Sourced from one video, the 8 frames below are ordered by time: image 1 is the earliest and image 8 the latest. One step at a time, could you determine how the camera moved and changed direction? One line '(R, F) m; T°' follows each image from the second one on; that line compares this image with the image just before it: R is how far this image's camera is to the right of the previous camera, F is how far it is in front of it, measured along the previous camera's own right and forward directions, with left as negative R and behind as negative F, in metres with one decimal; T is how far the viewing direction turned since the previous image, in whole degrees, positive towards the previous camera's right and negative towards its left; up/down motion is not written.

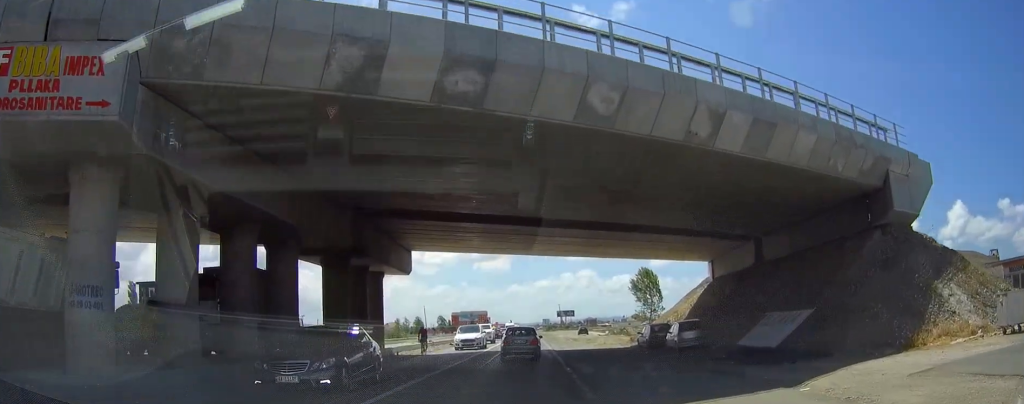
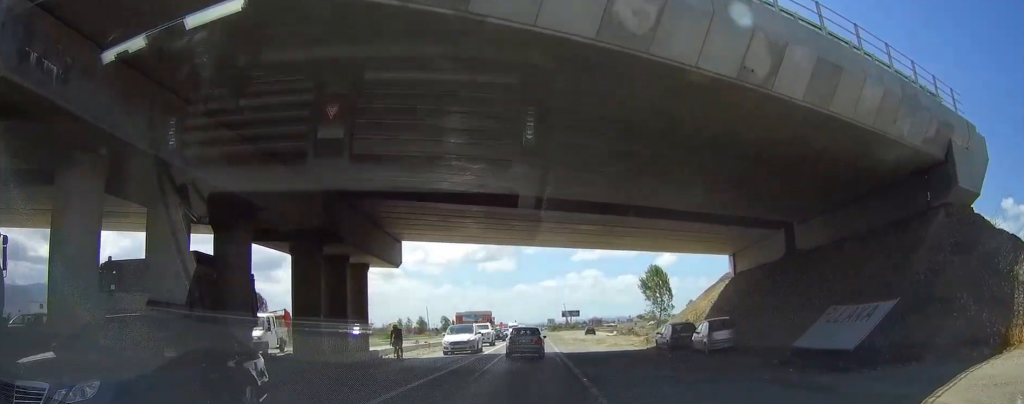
(0.0, +4.6) m; 0°
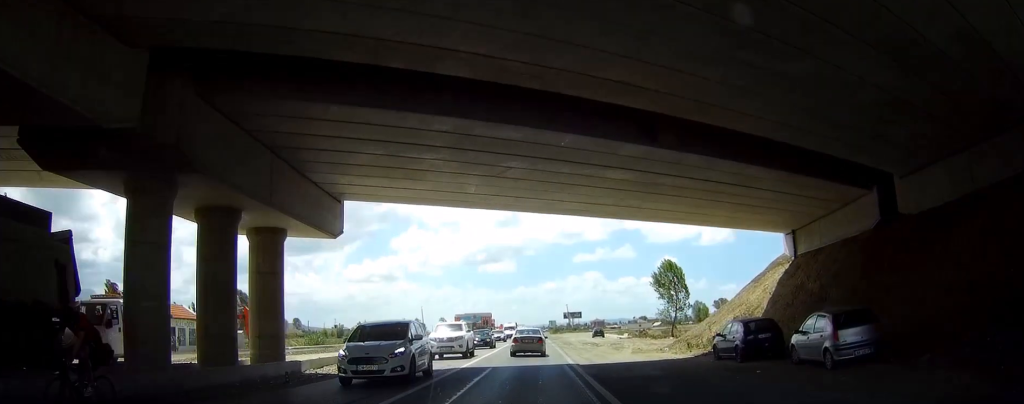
(-0.1, +11.9) m; -1°
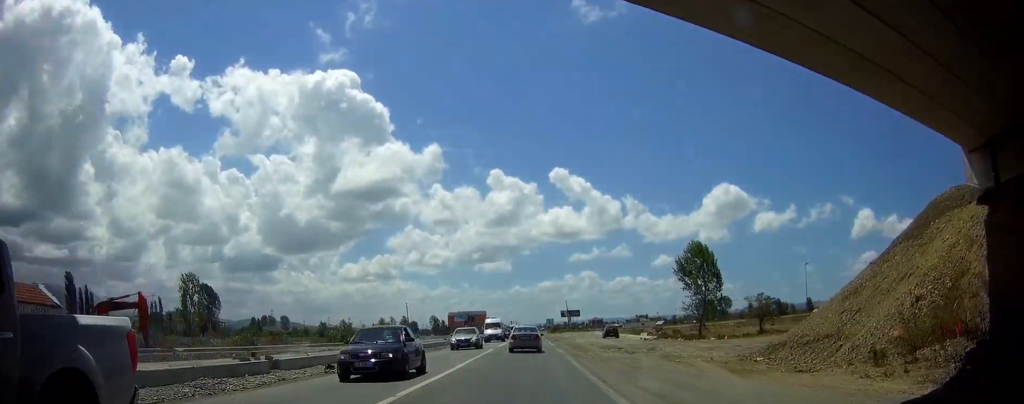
(-0.6, +19.2) m; -1°
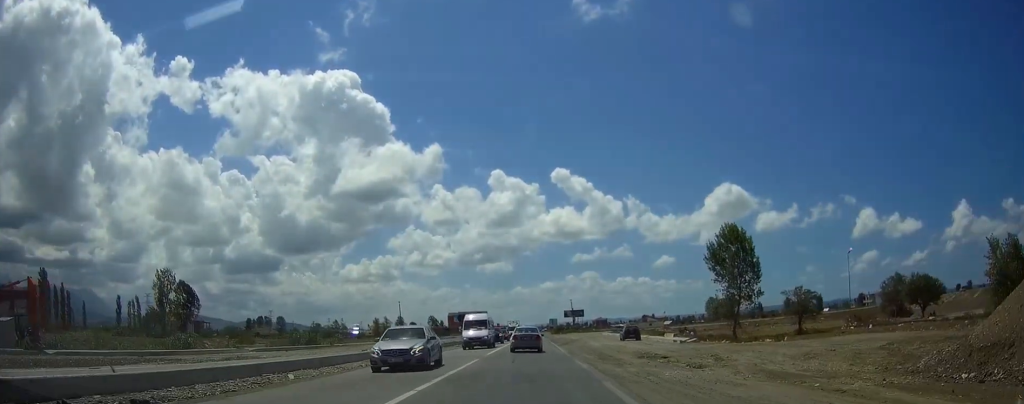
(+0.4, +12.8) m; +3°
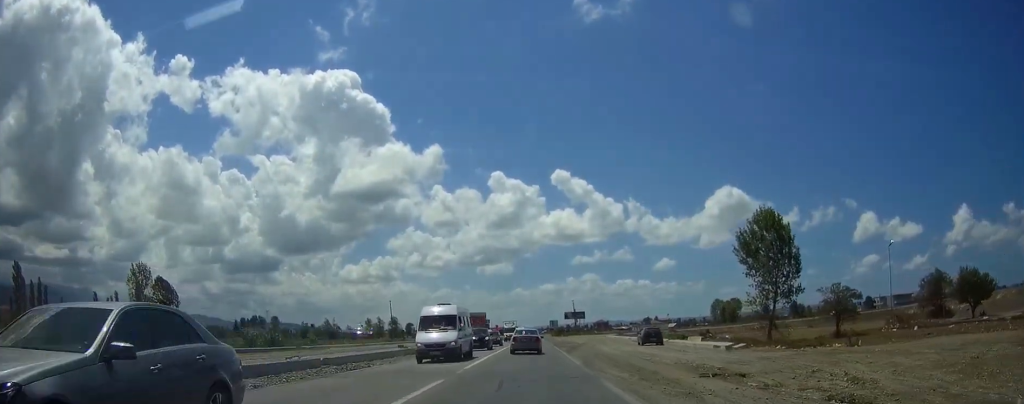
(0.0, +11.1) m; 0°
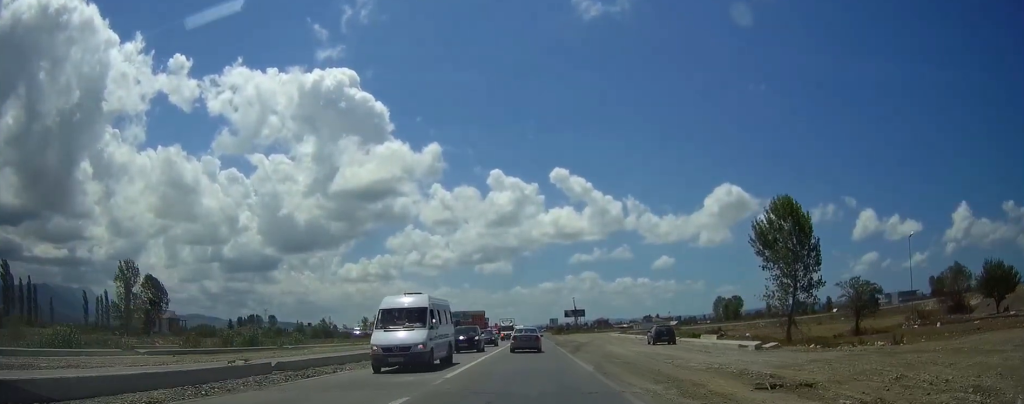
(0.0, +4.9) m; 0°
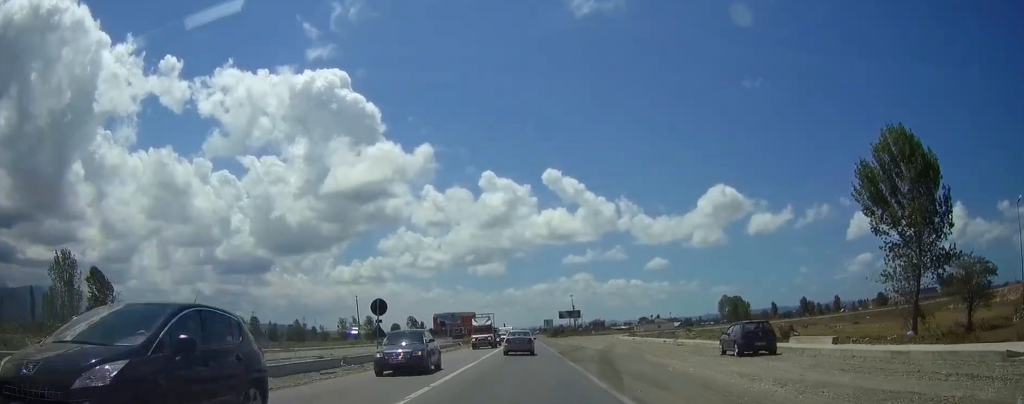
(-0.1, +21.8) m; 0°
